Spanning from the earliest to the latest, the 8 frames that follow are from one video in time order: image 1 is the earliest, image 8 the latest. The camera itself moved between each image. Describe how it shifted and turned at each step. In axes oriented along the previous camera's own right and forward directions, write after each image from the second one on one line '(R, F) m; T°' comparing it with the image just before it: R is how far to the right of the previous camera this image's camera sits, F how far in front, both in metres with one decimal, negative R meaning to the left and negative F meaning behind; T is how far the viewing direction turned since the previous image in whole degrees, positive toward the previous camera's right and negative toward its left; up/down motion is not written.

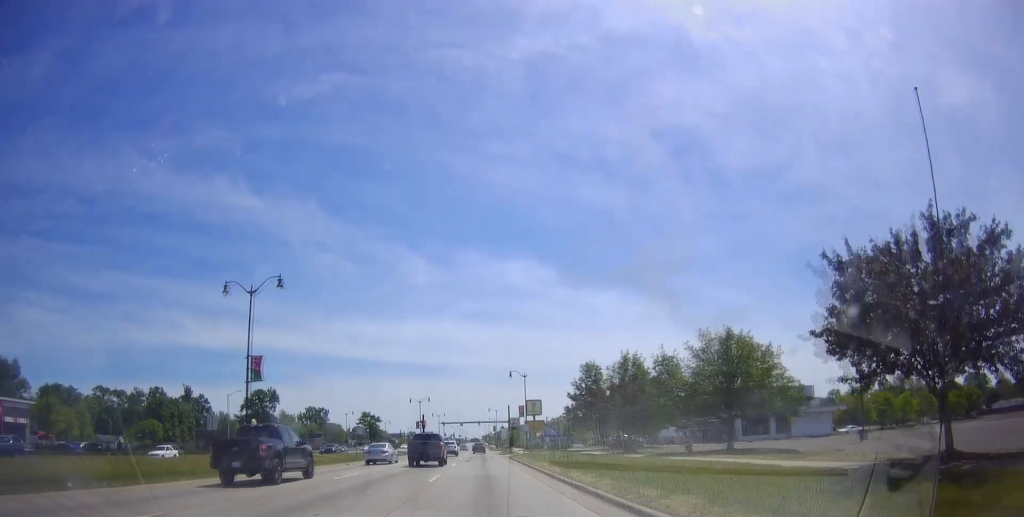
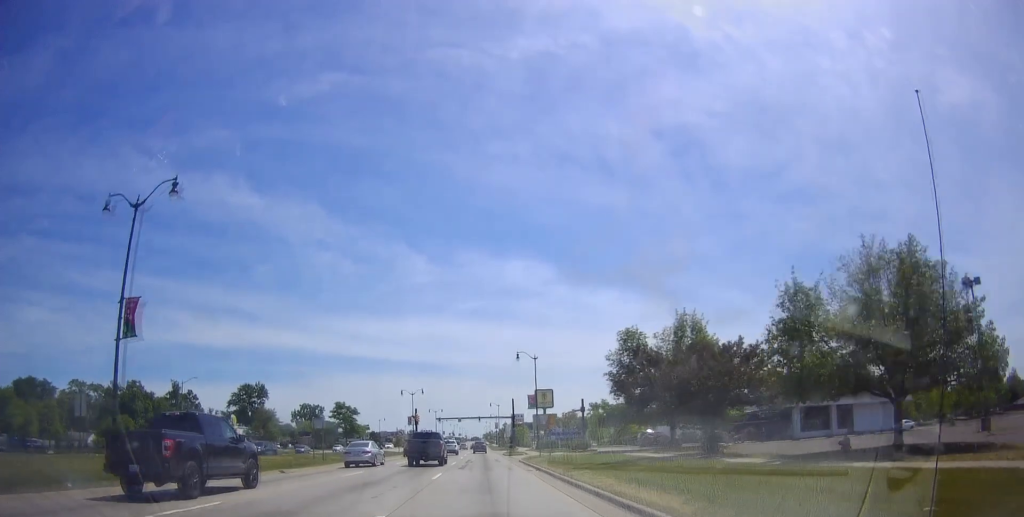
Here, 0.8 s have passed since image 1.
(-0.3, +13.9) m; 0°
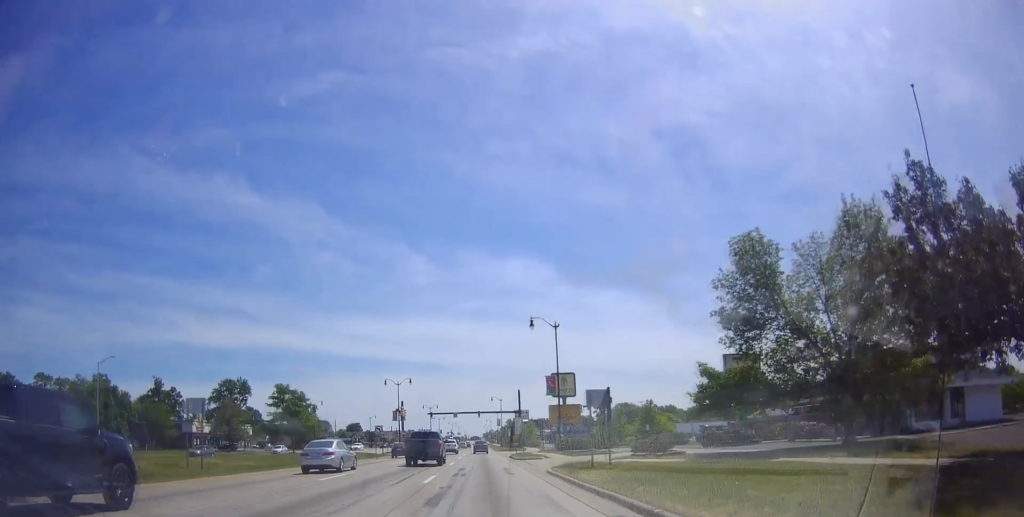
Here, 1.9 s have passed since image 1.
(+0.5, +17.8) m; +1°
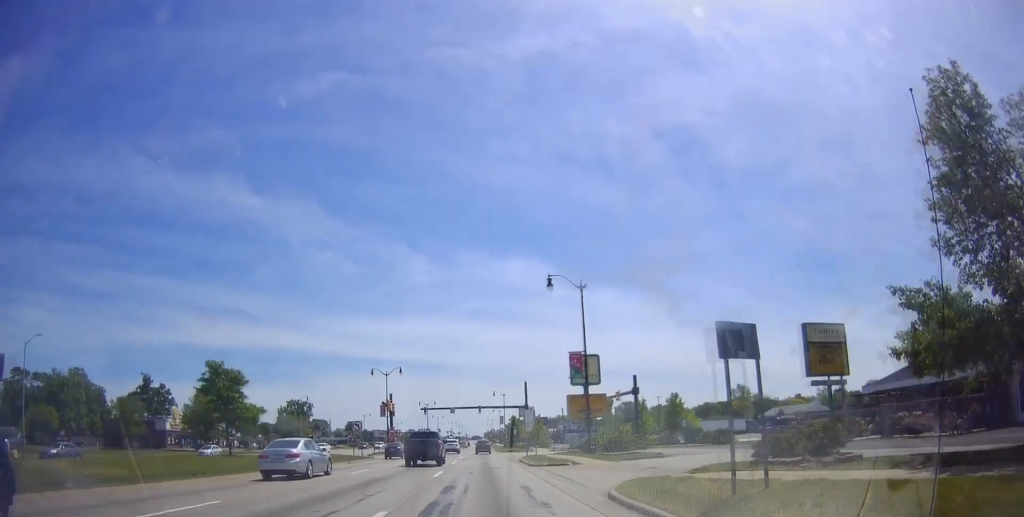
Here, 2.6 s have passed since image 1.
(-0.3, +11.6) m; 0°
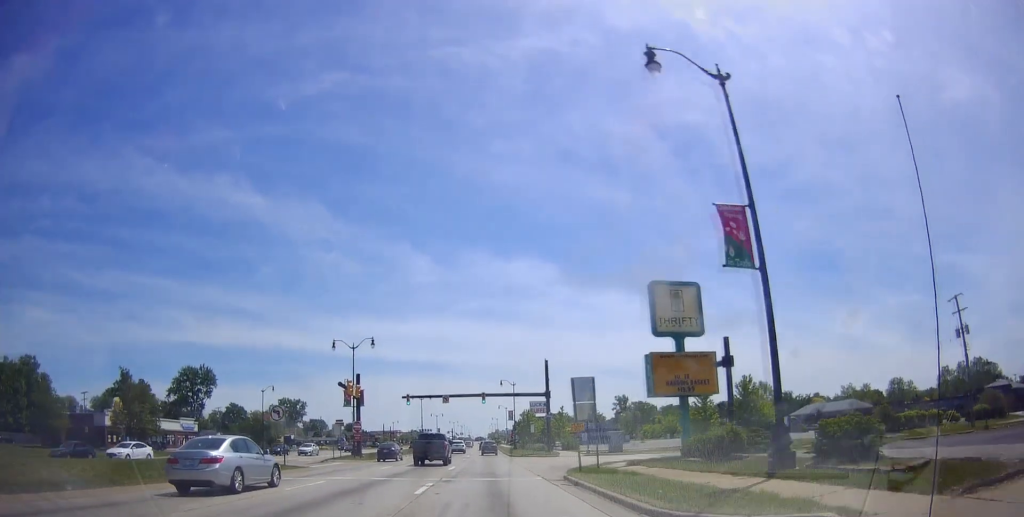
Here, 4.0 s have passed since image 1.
(+0.5, +22.5) m; +1°
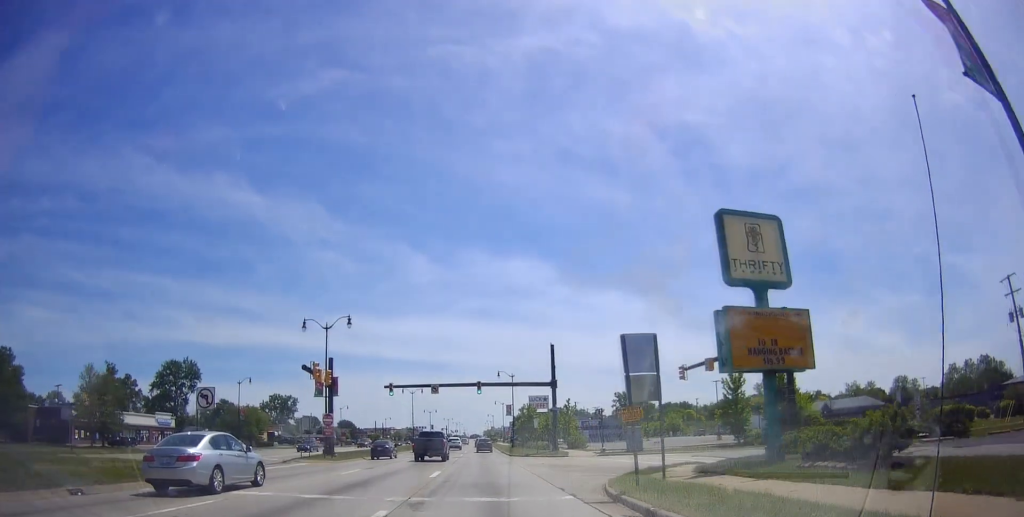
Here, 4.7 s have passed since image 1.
(0.0, +9.4) m; 0°
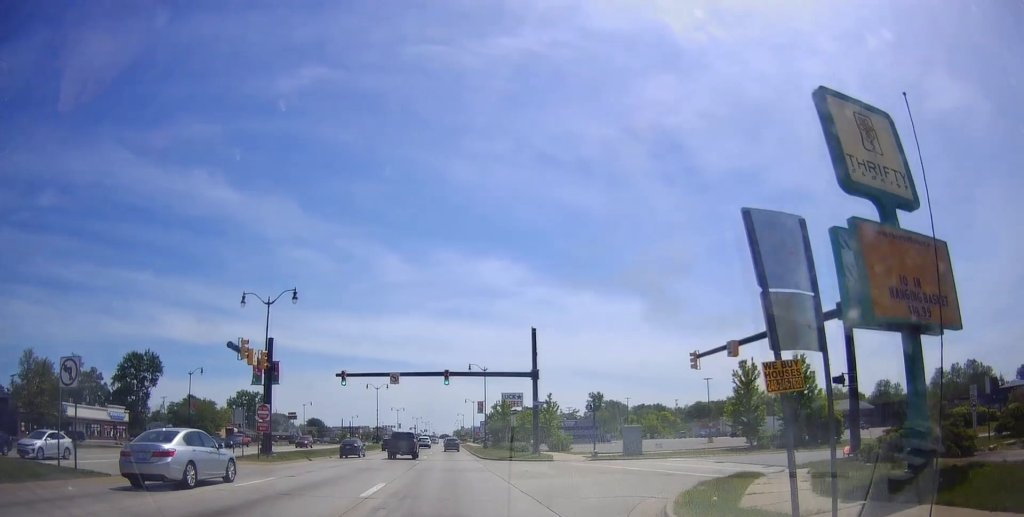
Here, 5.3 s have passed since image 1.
(0.0, +8.9) m; 0°
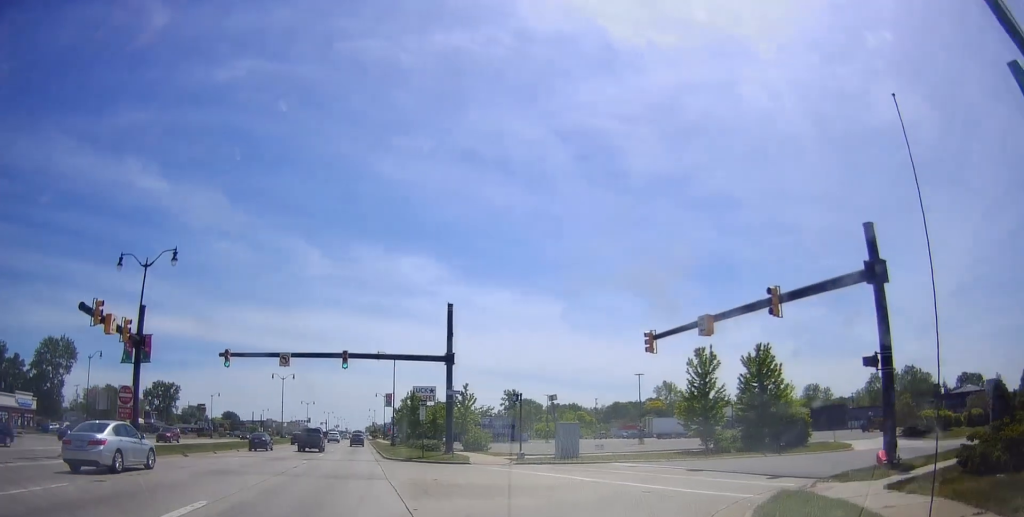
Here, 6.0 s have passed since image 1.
(0.0, +8.7) m; +4°
